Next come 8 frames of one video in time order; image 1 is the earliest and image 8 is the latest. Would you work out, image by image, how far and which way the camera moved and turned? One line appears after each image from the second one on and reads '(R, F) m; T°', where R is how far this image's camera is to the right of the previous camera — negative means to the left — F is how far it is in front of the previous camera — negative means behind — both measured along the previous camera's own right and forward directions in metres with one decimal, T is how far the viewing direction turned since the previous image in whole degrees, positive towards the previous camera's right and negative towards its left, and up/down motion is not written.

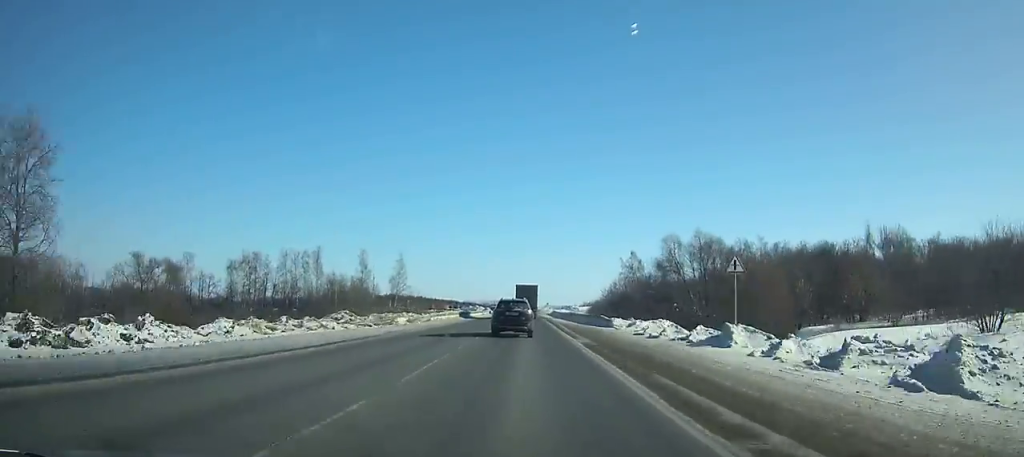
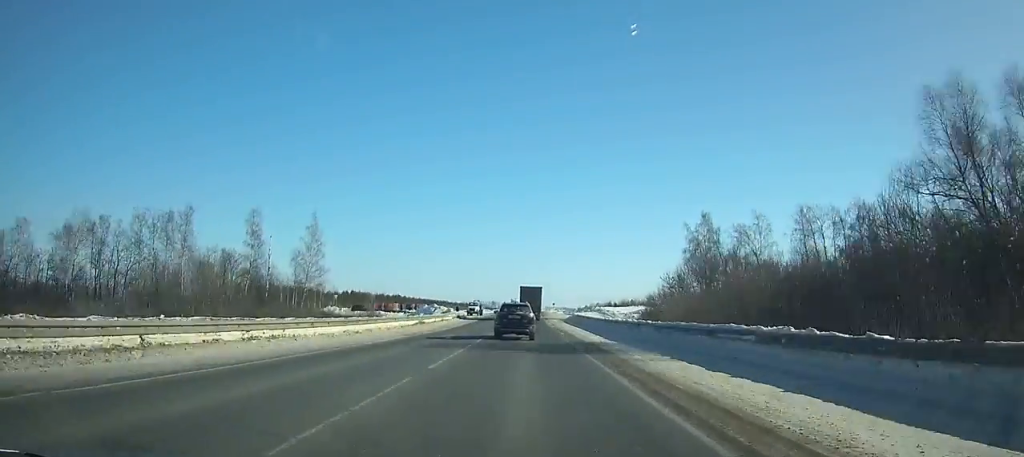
(-0.3, +59.3) m; 0°
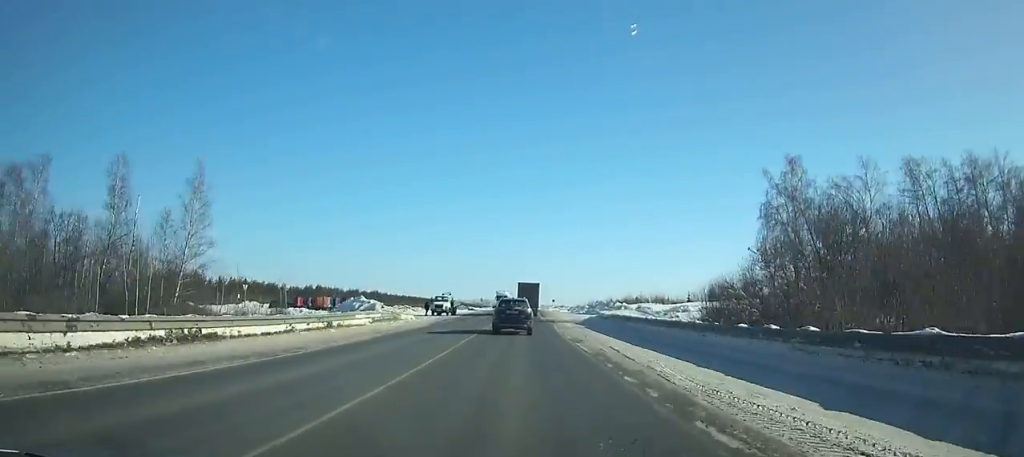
(+0.1, +31.8) m; 0°
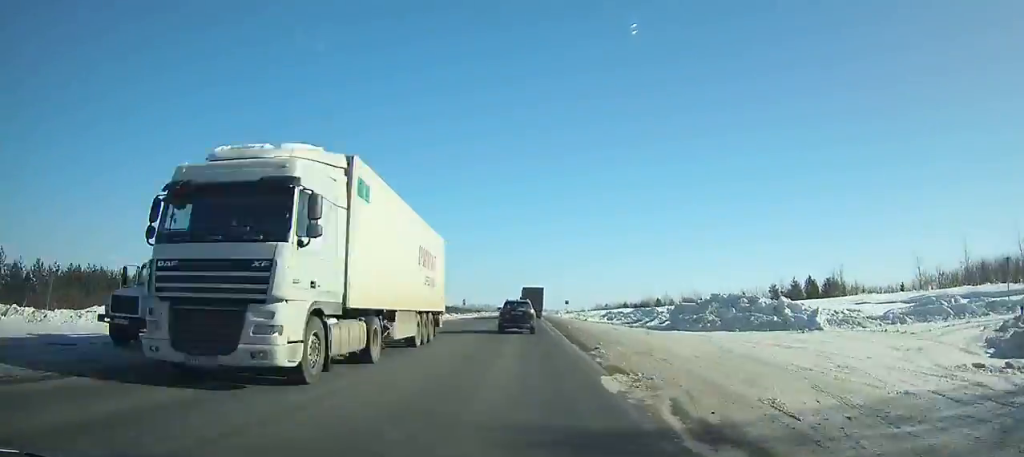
(+0.1, +52.9) m; 0°
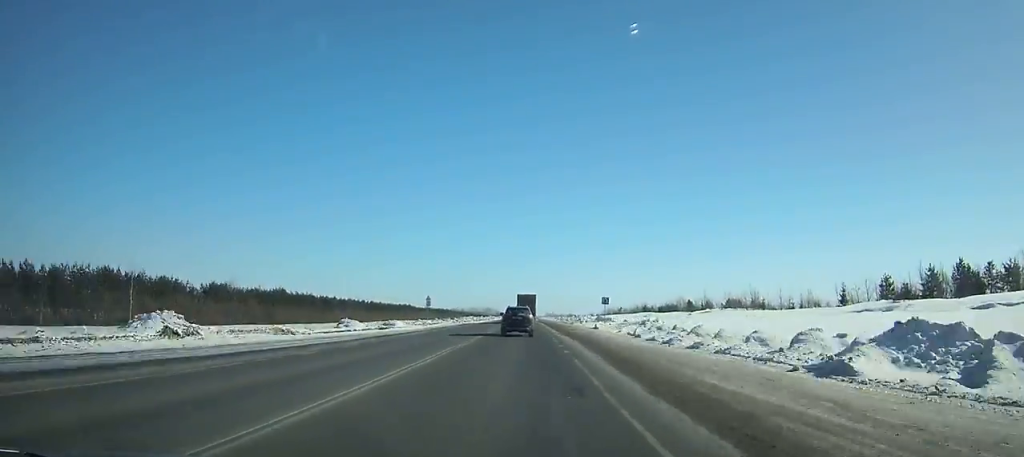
(-0.2, +52.3) m; 0°
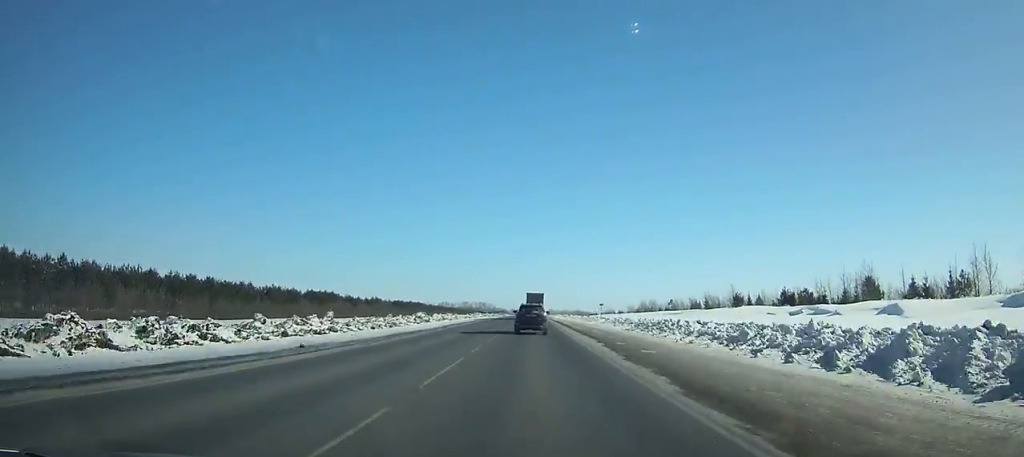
(+0.2, +125.7) m; 0°
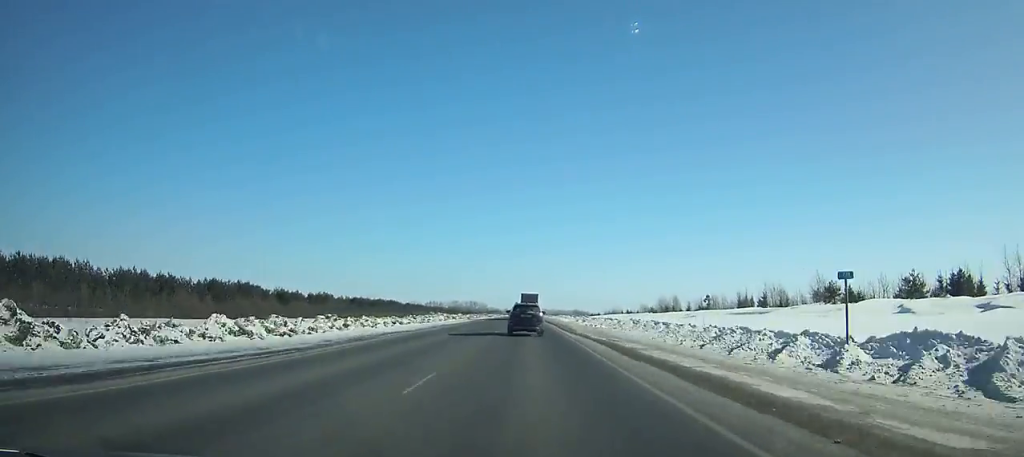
(0.0, +54.4) m; 0°
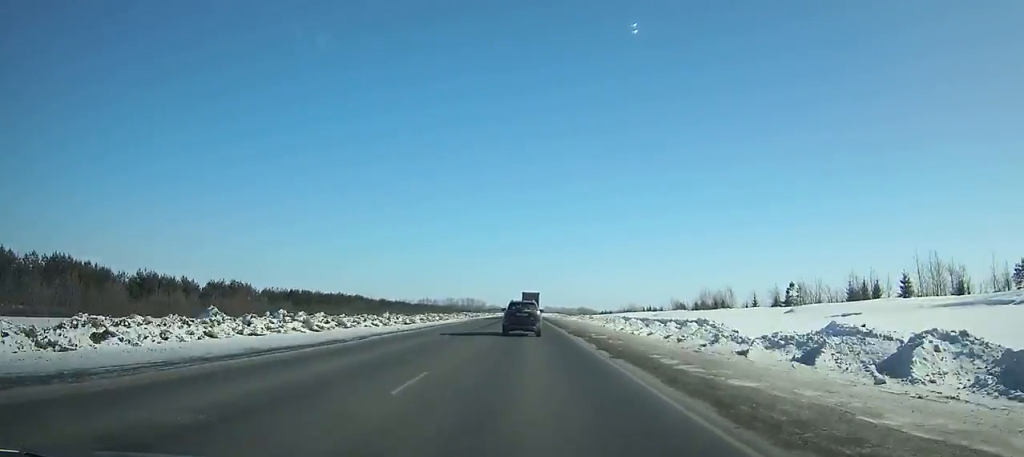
(+0.3, +58.9) m; 0°
